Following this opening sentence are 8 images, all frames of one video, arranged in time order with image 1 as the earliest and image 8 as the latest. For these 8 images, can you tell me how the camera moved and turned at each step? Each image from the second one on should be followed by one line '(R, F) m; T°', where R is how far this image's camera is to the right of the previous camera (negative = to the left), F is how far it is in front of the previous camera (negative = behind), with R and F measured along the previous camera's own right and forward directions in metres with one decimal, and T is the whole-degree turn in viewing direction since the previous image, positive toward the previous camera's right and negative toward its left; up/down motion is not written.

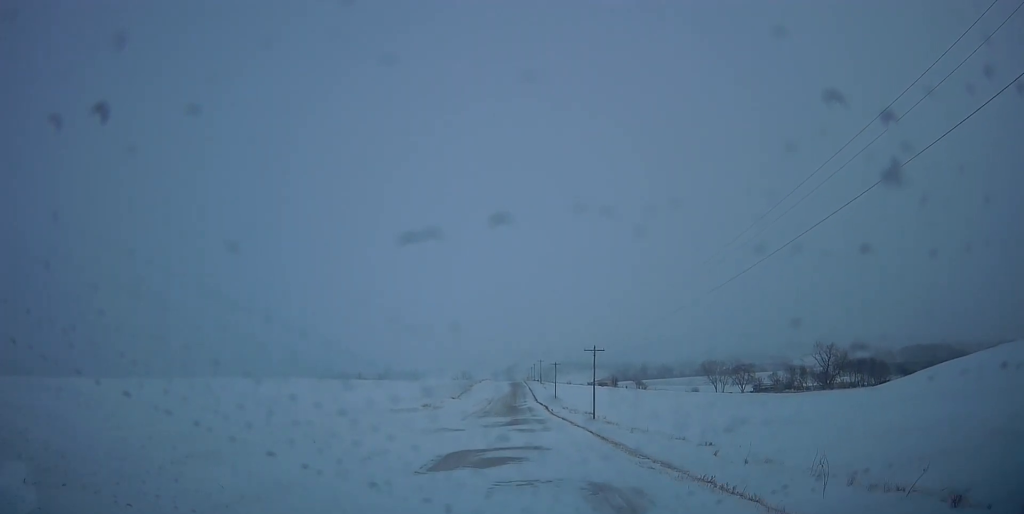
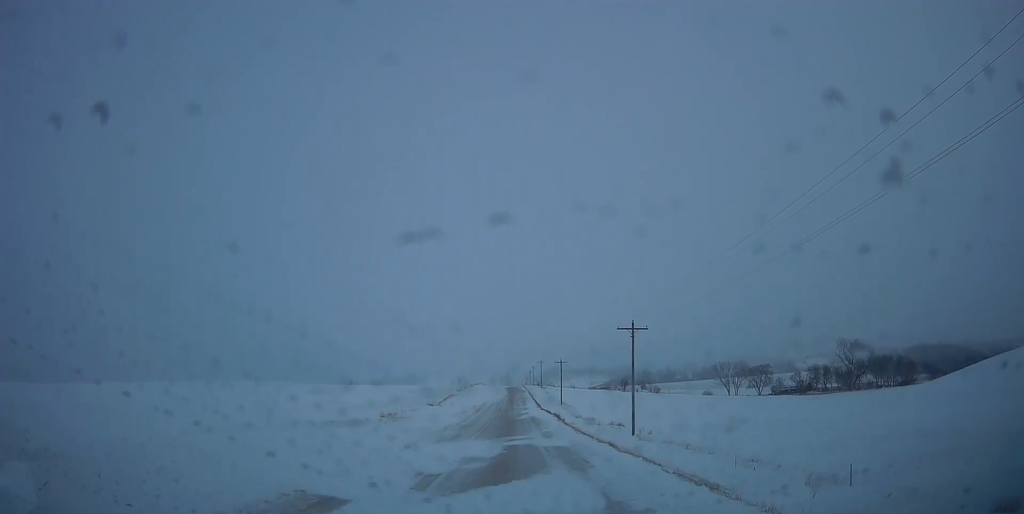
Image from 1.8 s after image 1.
(0.0, +24.5) m; -2°
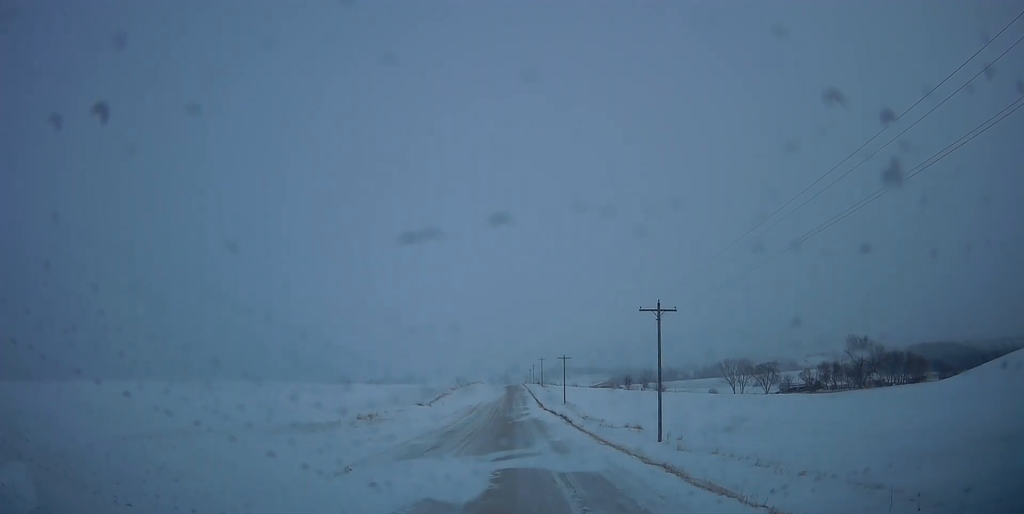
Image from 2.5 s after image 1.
(-0.2, +8.3) m; 0°
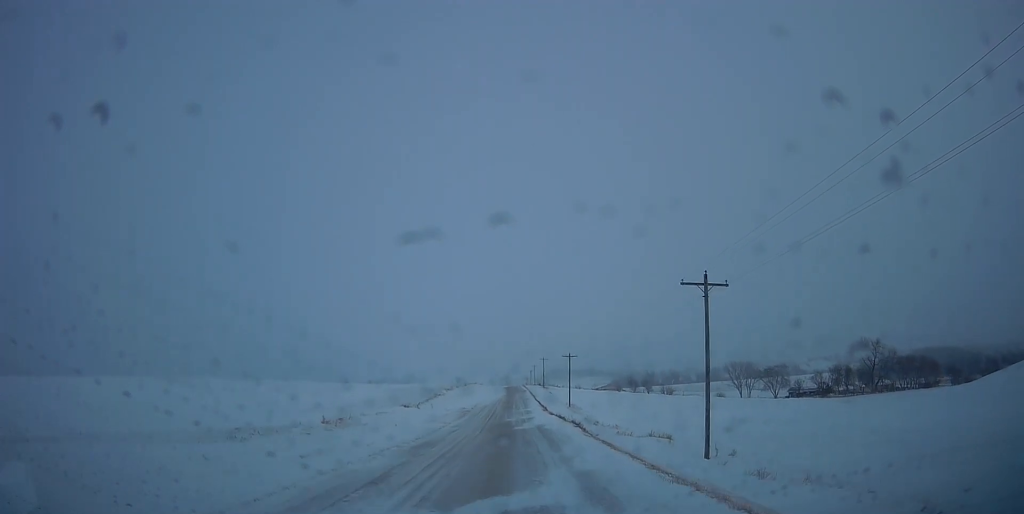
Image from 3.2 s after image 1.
(-0.1, +9.1) m; 0°
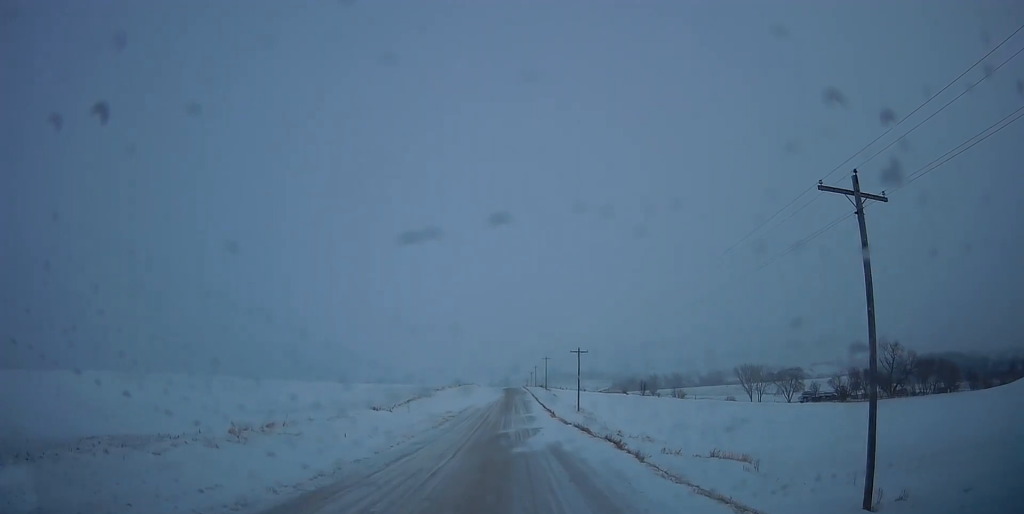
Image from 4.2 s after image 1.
(+0.3, +13.5) m; +1°
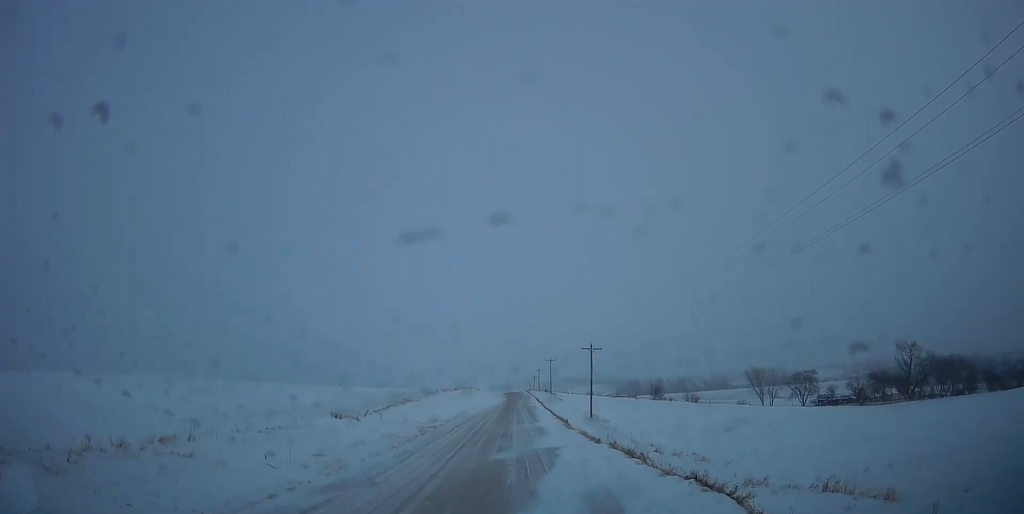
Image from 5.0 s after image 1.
(0.0, +11.0) m; -1°
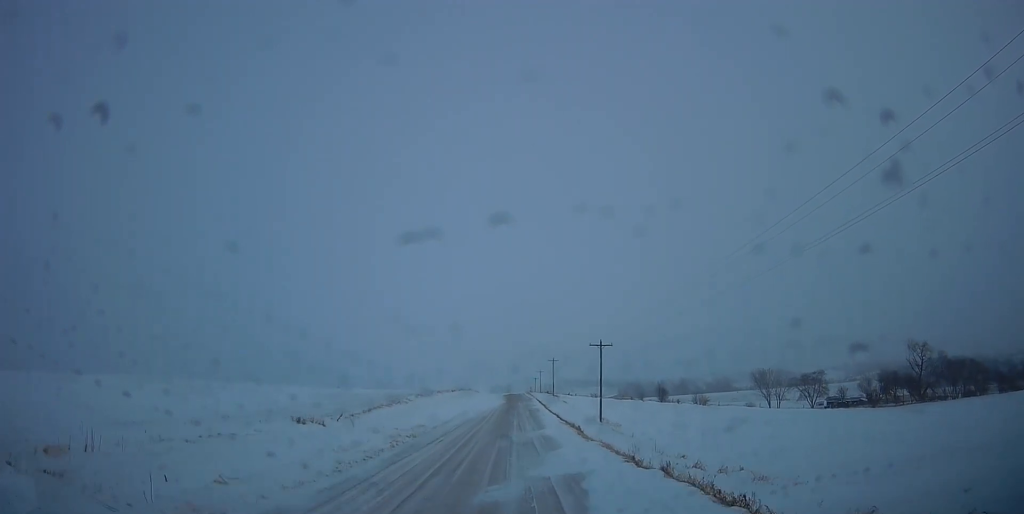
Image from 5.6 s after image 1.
(0.0, +7.0) m; -2°
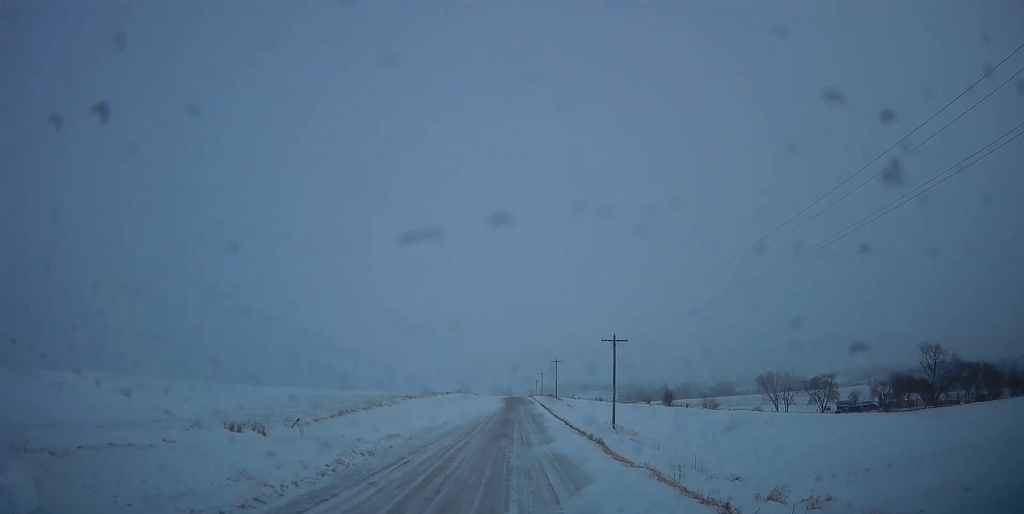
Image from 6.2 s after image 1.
(-0.1, +7.9) m; -1°
